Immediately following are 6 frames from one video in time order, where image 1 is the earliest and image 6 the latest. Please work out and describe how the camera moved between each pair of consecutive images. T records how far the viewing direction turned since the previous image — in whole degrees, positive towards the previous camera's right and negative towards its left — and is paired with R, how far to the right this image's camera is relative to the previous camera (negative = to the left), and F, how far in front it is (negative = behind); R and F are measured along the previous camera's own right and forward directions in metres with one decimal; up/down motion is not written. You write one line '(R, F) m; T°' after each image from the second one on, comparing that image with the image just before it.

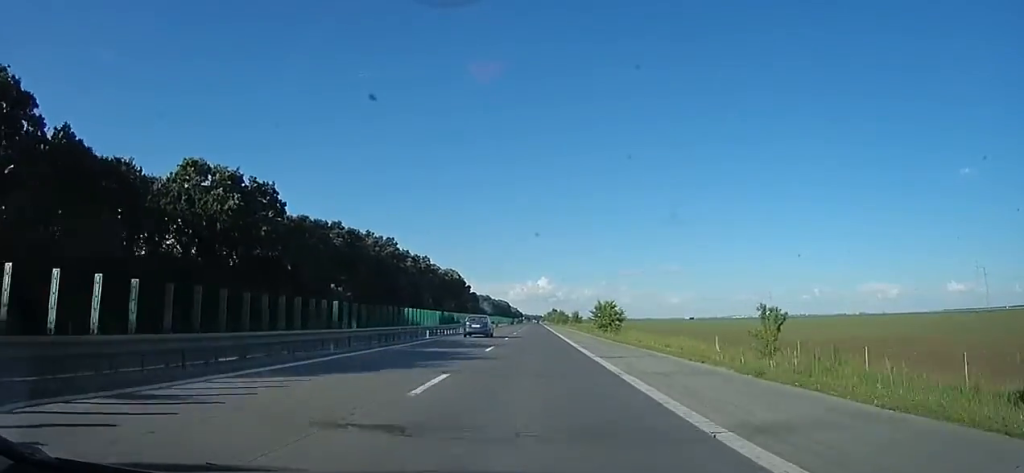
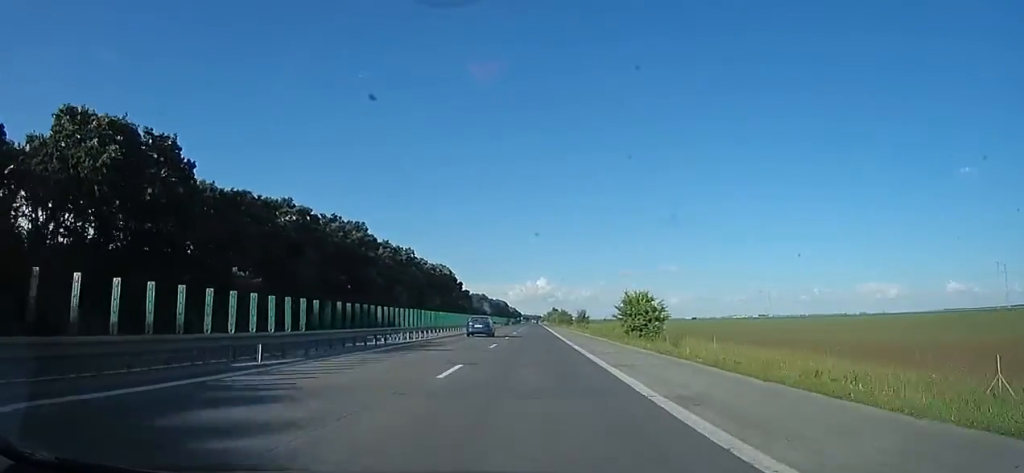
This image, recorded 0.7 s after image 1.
(+0.6, +21.3) m; +1°
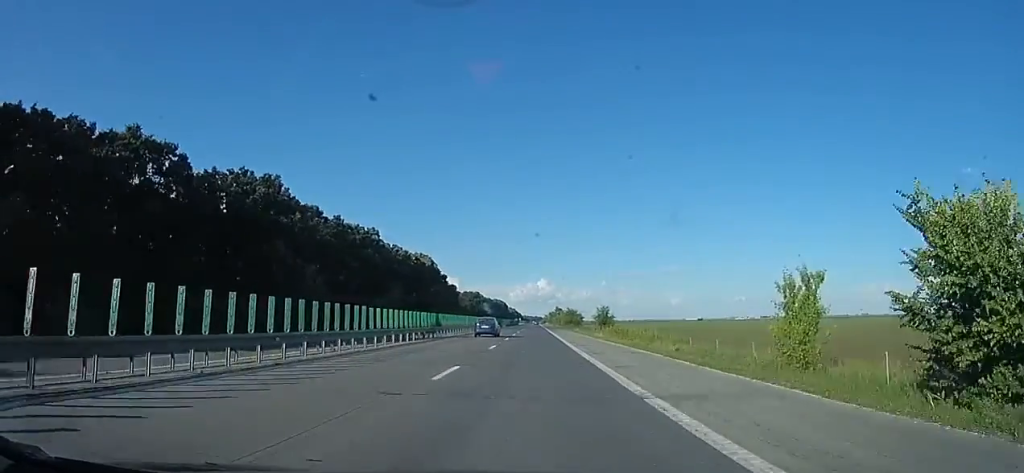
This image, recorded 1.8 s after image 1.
(+0.1, +35.9) m; -1°
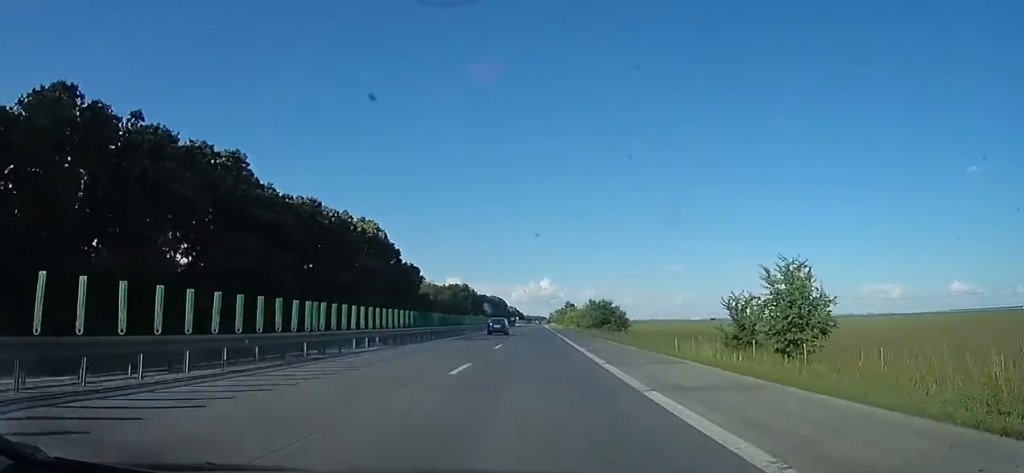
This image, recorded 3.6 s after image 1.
(-0.2, +58.7) m; 0°
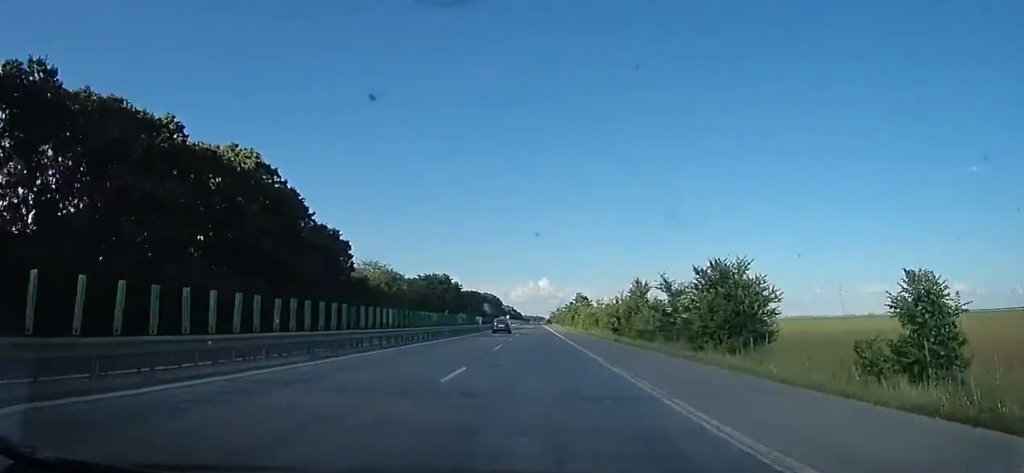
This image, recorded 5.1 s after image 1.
(-0.6, +48.8) m; 0°
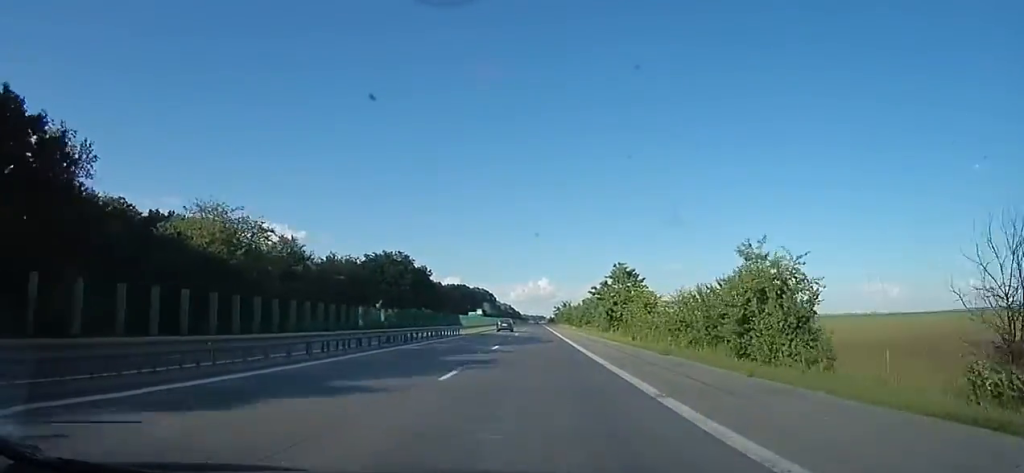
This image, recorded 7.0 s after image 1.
(+1.1, +60.5) m; -1°
